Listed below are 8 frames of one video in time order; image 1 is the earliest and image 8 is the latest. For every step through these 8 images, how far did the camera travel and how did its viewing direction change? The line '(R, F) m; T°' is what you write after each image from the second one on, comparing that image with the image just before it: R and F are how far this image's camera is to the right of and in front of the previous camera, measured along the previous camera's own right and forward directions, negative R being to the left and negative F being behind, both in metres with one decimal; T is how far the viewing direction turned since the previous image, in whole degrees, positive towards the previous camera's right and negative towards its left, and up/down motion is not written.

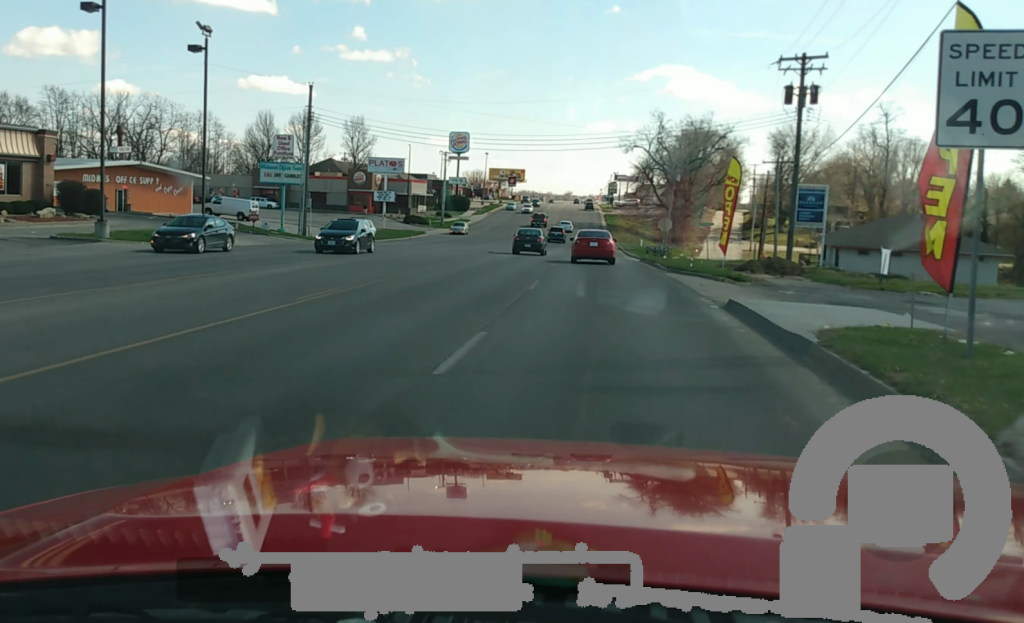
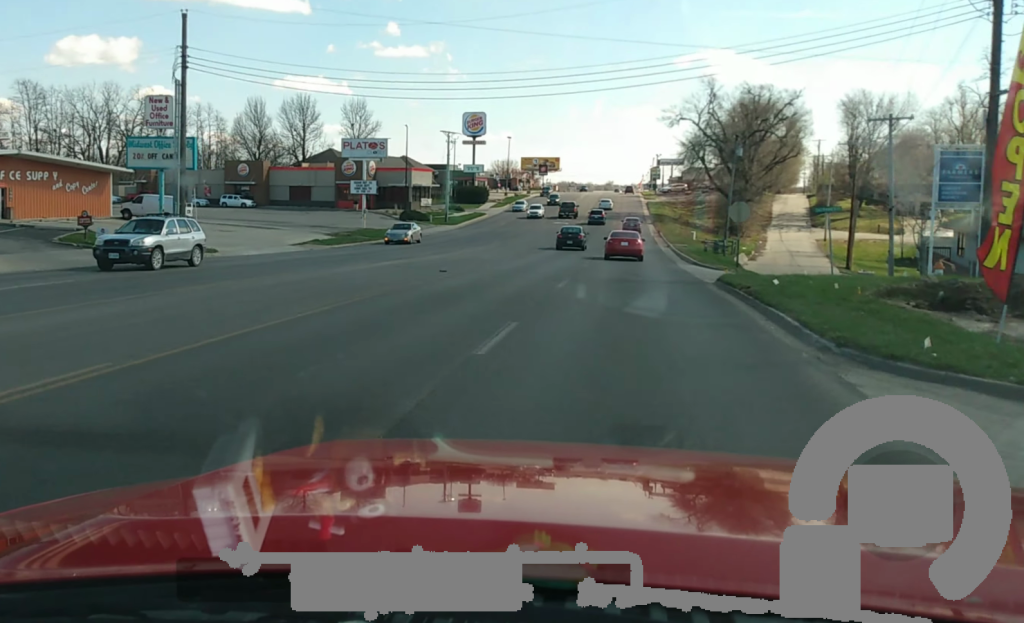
(-0.3, +22.7) m; -1°
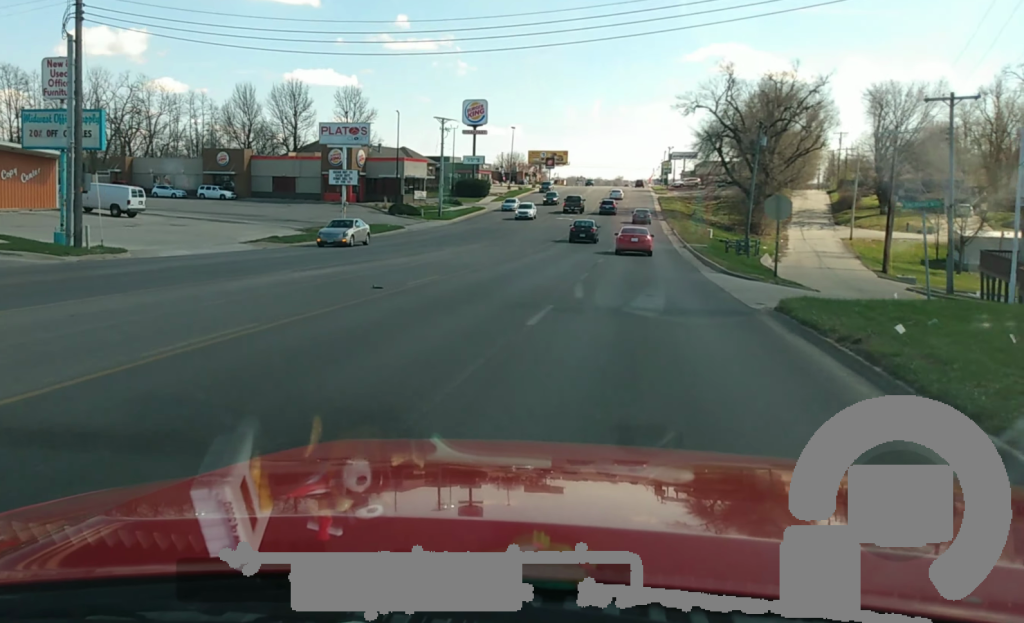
(0.0, +8.5) m; -1°
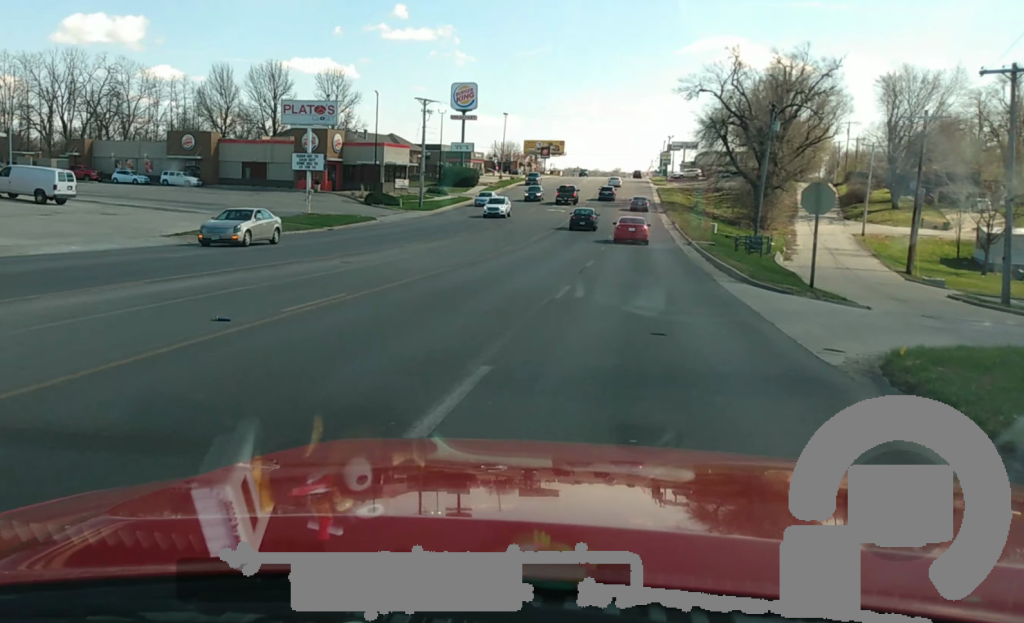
(-0.1, +8.2) m; -1°
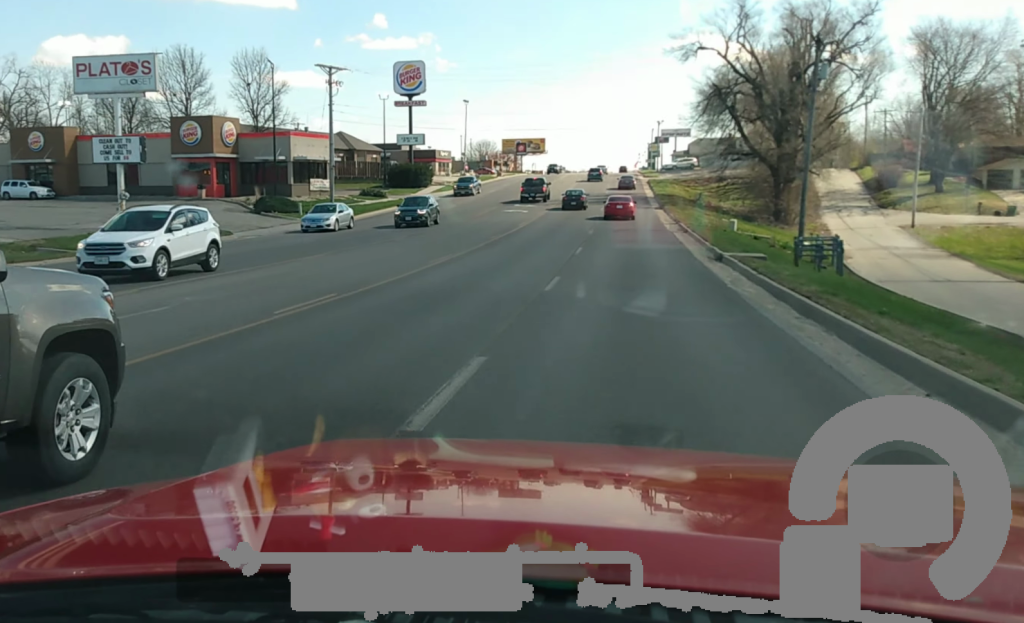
(-0.1, +24.0) m; 0°
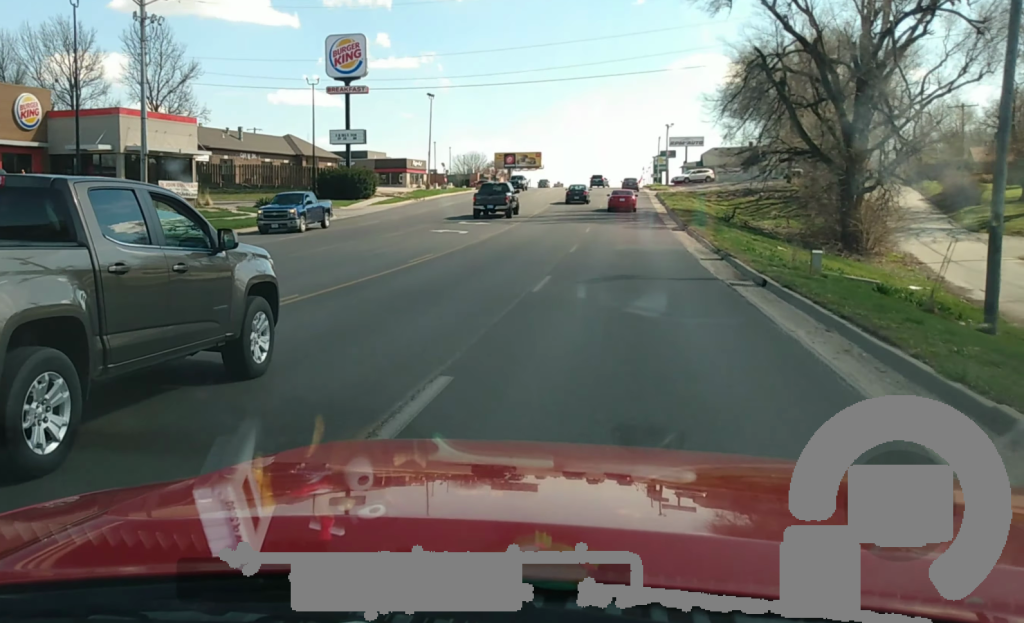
(0.0, +26.2) m; 0°
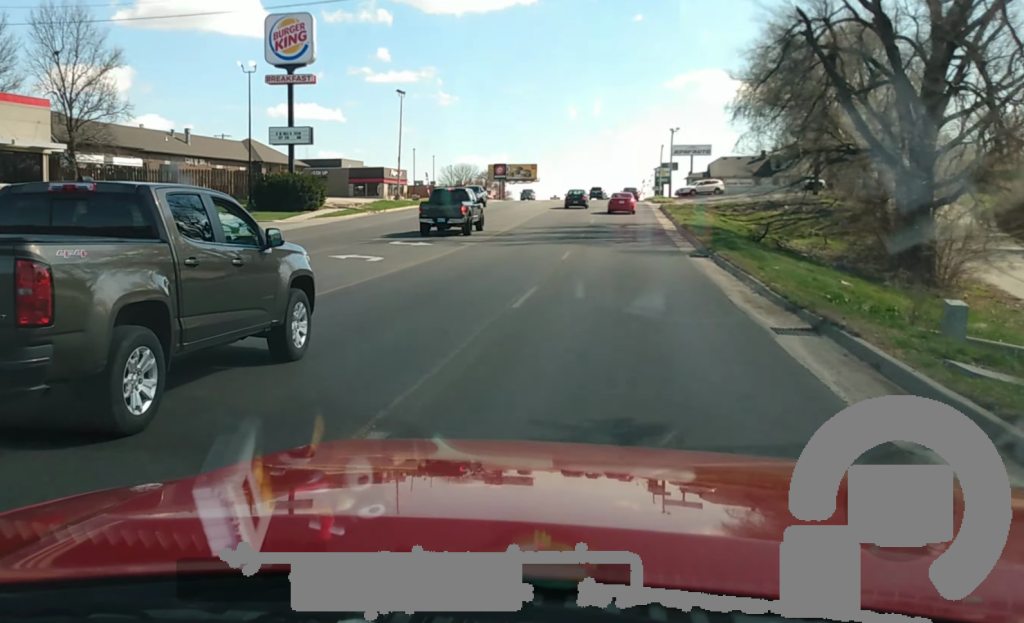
(0.0, +14.3) m; 0°
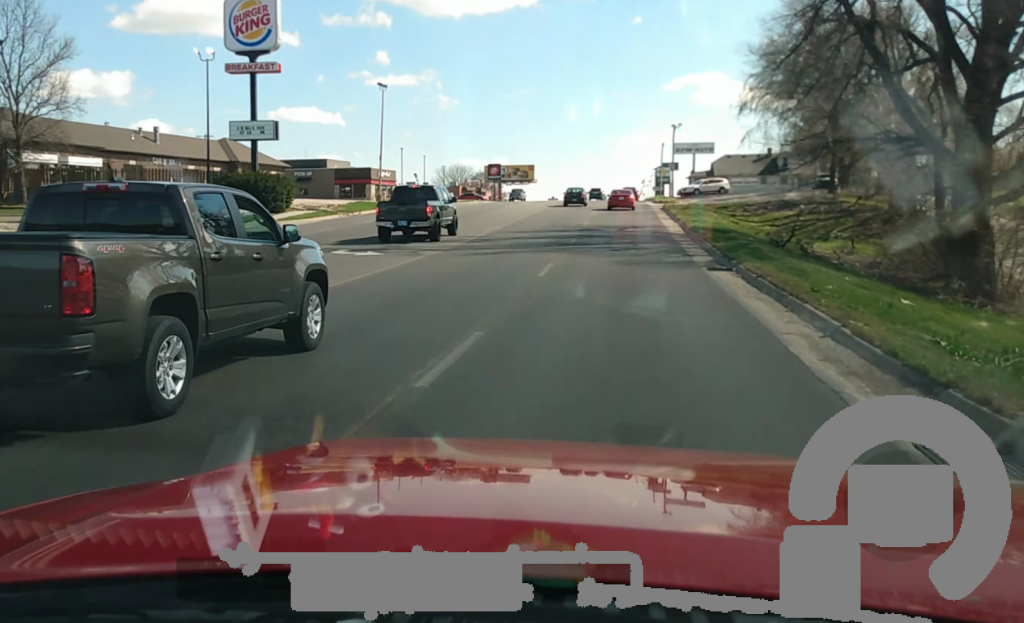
(0.0, +7.2) m; 0°
